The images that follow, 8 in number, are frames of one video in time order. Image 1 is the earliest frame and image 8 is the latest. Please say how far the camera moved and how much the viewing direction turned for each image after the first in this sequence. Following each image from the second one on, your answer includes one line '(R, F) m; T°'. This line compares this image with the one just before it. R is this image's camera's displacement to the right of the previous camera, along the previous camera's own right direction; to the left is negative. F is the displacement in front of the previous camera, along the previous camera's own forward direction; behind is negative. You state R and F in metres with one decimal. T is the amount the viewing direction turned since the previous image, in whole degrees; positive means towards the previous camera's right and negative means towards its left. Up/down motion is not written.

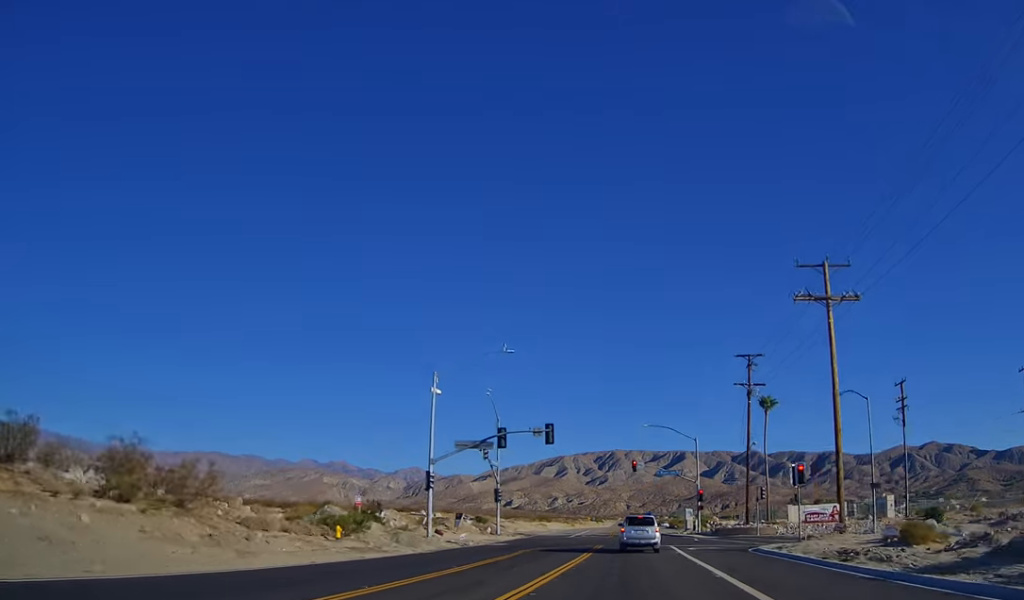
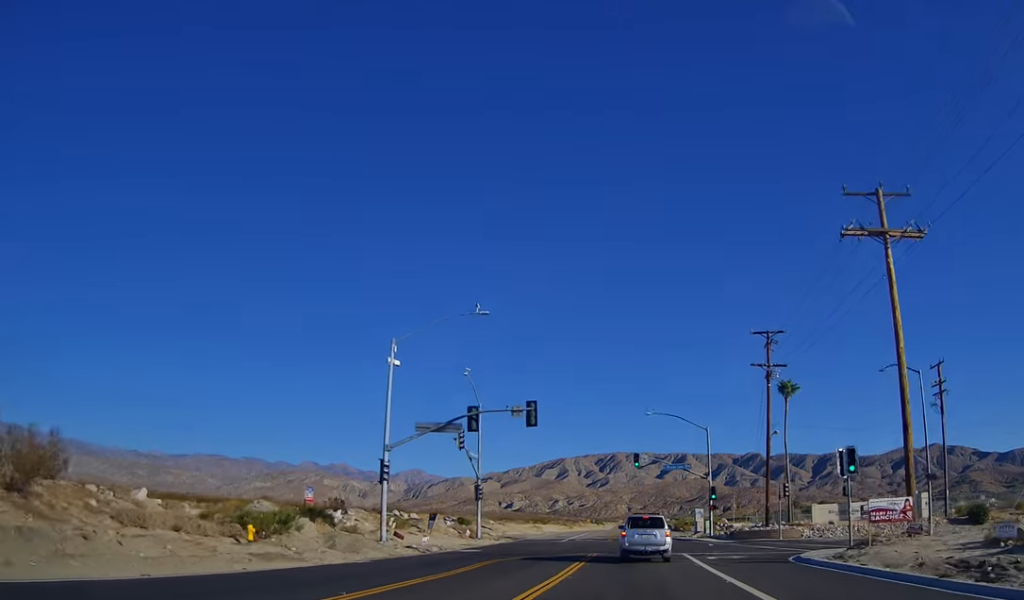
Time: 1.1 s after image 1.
(-0.5, +8.5) m; -1°
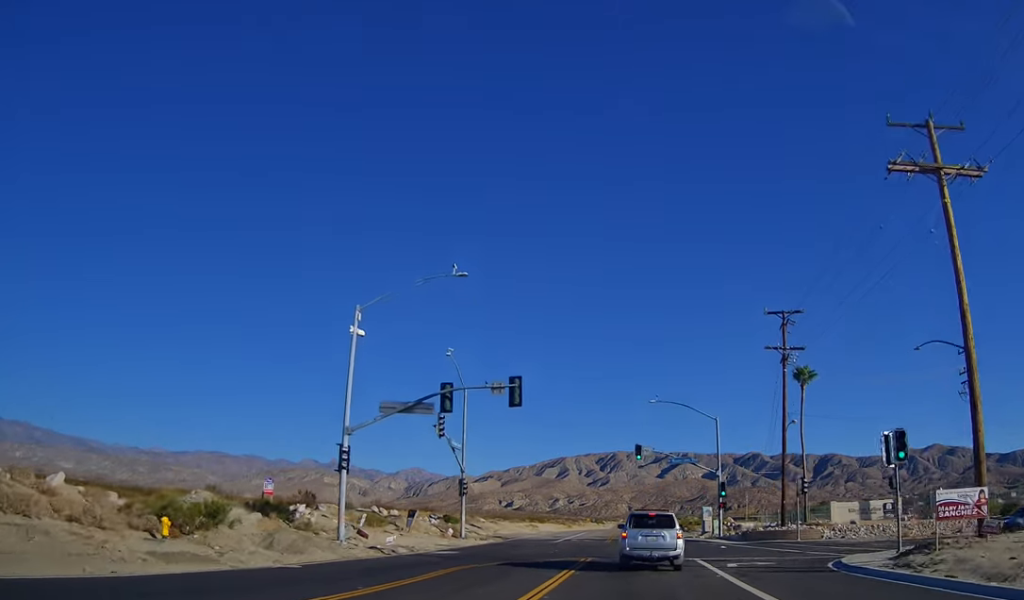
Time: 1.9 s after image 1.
(-0.3, +6.3) m; -1°
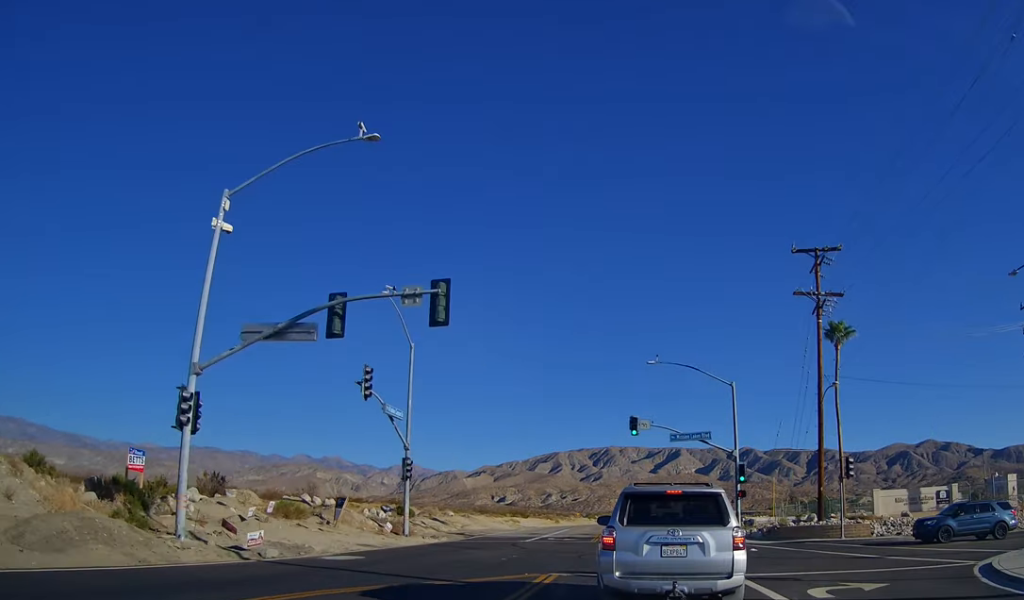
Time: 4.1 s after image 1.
(+0.5, +11.7) m; +3°
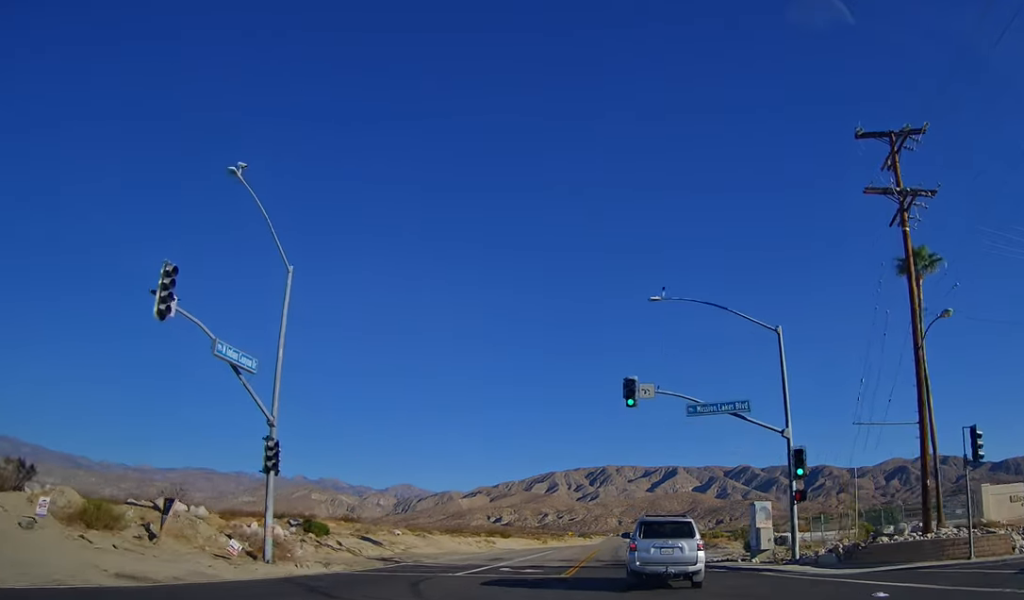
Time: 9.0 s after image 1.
(+0.5, +17.6) m; +4°
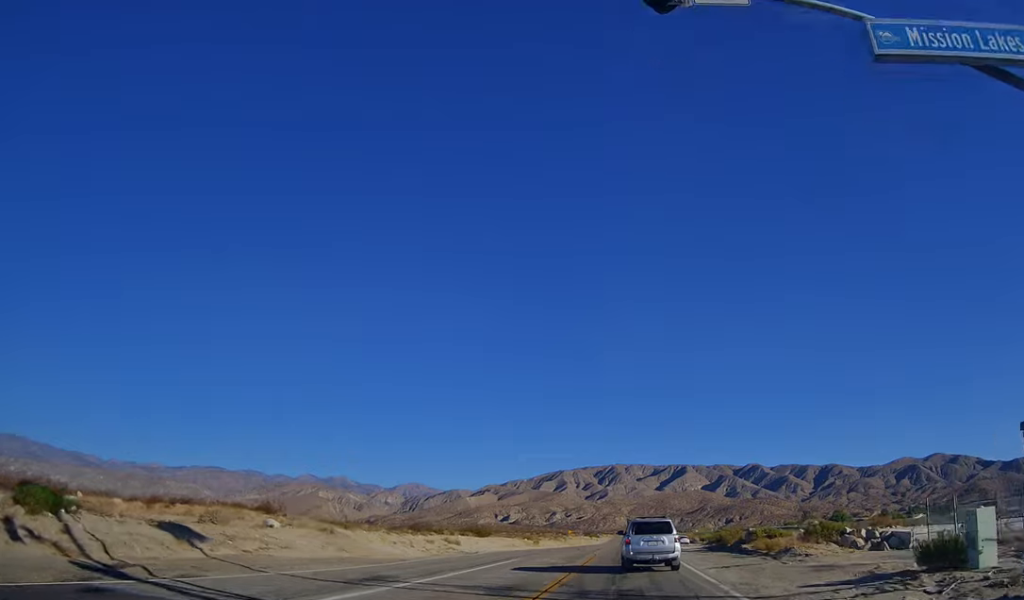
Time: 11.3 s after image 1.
(+0.4, +14.4) m; -1°
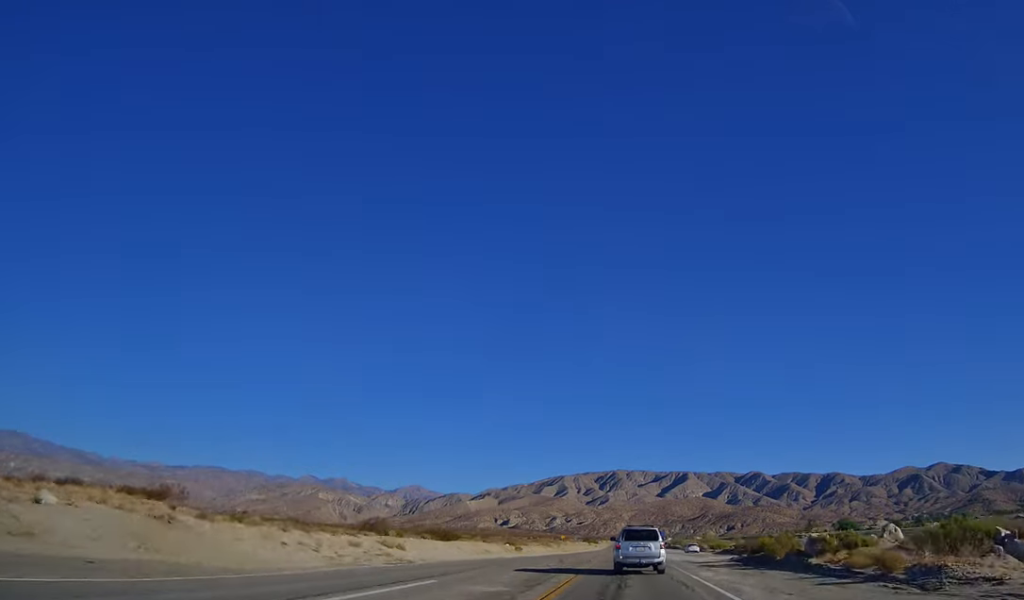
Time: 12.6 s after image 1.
(-0.2, +11.4) m; -1°
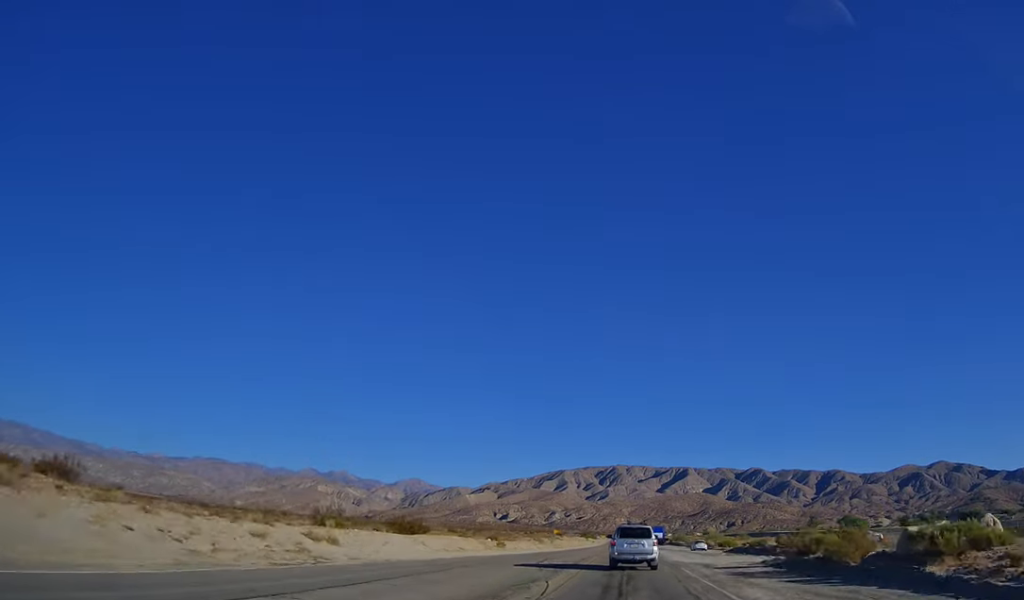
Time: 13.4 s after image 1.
(-0.2, +8.3) m; -1°
